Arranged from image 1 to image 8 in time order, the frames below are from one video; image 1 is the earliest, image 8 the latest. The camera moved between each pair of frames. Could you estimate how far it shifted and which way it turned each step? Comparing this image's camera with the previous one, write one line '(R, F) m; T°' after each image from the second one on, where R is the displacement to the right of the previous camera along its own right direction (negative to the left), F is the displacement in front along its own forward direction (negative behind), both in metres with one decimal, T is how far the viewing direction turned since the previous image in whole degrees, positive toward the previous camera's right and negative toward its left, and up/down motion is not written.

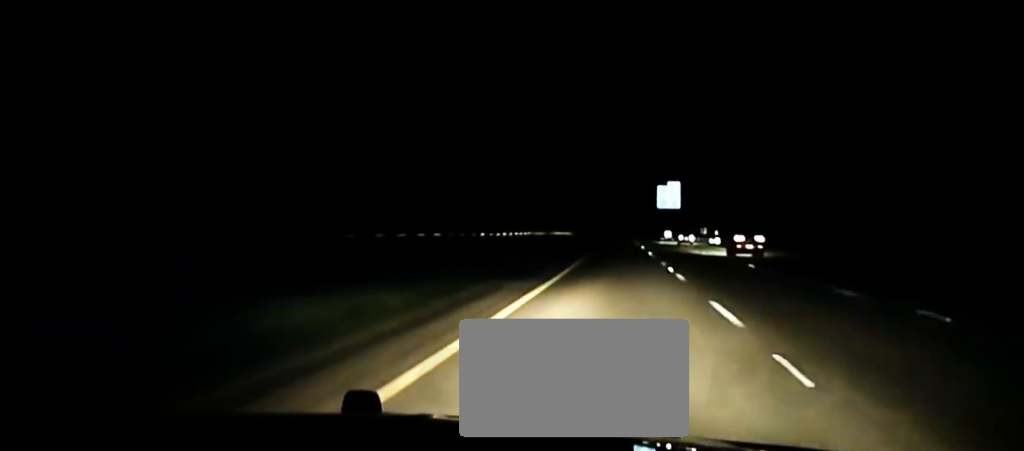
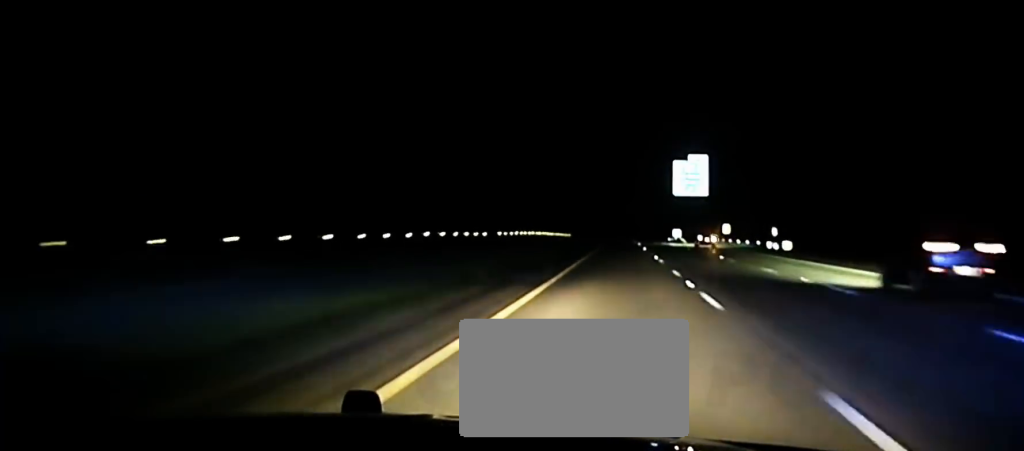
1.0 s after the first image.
(+0.1, +61.5) m; 0°
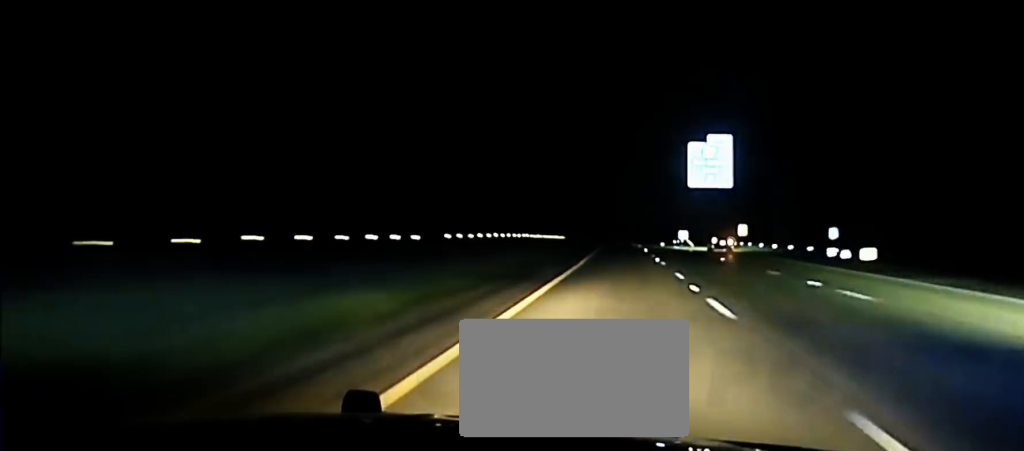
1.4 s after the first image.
(0.0, +24.8) m; 0°
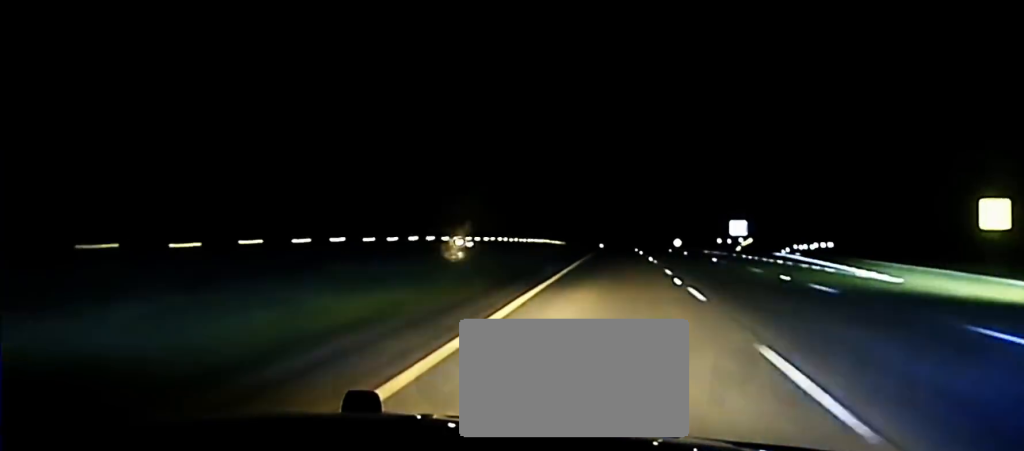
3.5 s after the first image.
(0.0, +105.3) m; 0°
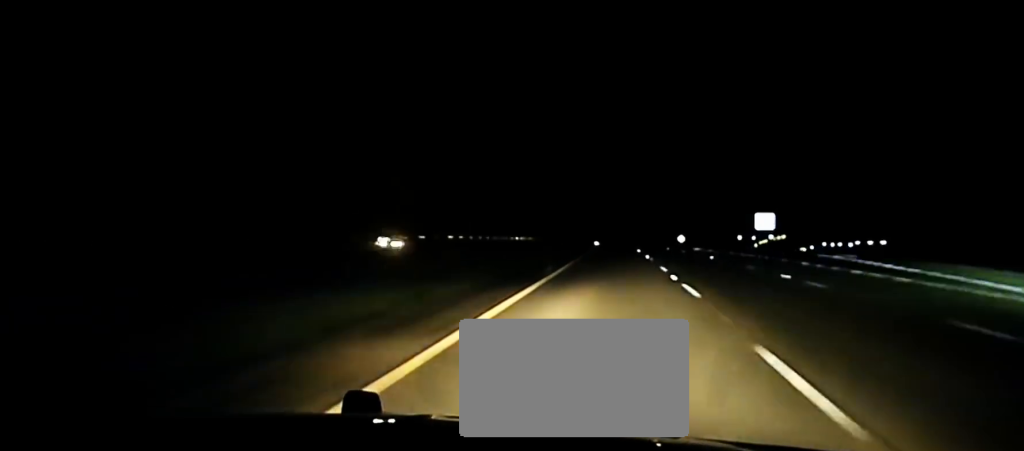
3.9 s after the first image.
(+0.1, +23.1) m; 0°
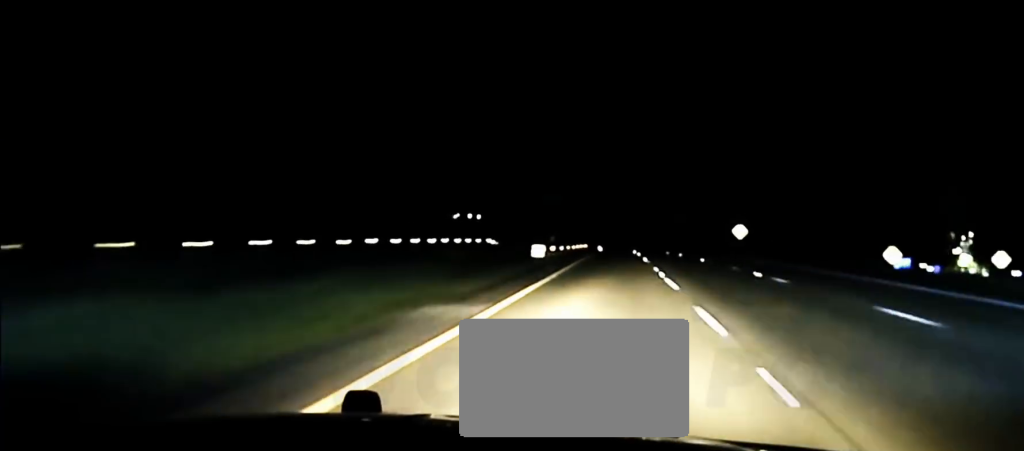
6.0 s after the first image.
(-0.1, +115.5) m; 0°
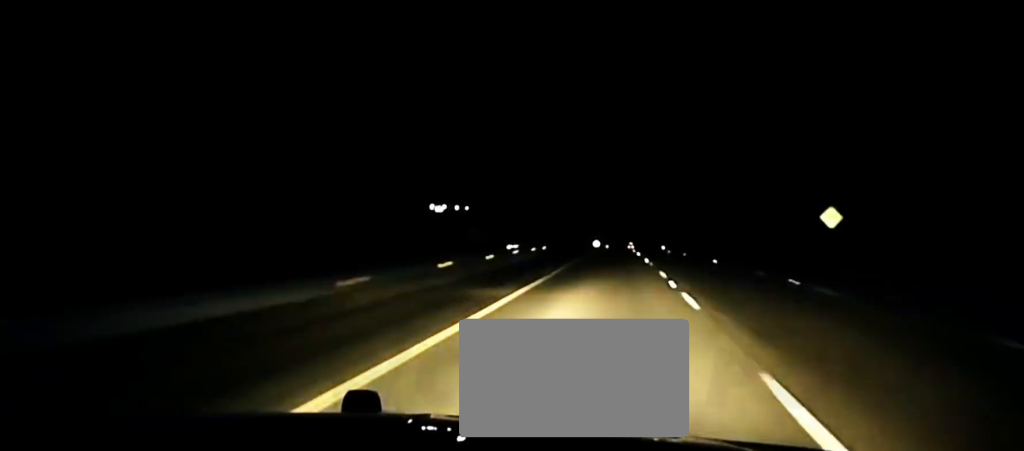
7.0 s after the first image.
(-0.2, +60.3) m; 0°
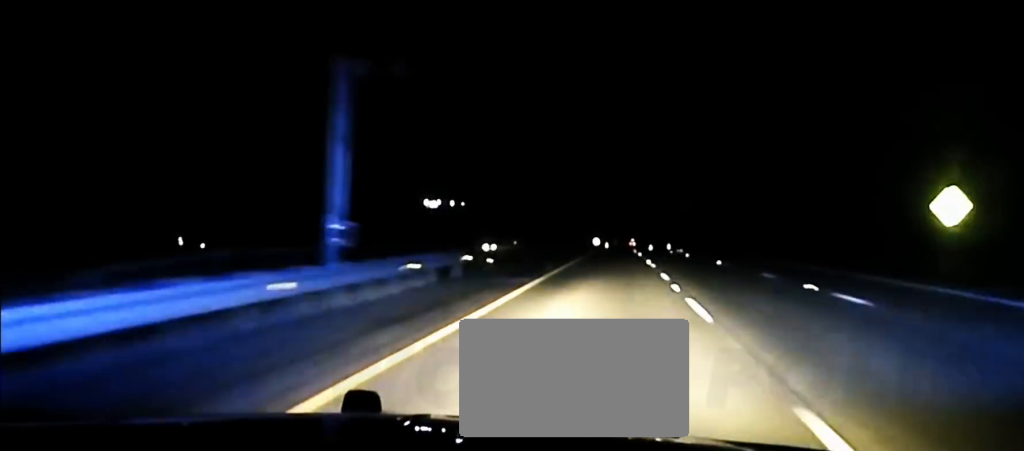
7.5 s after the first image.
(-0.1, +27.4) m; 0°
